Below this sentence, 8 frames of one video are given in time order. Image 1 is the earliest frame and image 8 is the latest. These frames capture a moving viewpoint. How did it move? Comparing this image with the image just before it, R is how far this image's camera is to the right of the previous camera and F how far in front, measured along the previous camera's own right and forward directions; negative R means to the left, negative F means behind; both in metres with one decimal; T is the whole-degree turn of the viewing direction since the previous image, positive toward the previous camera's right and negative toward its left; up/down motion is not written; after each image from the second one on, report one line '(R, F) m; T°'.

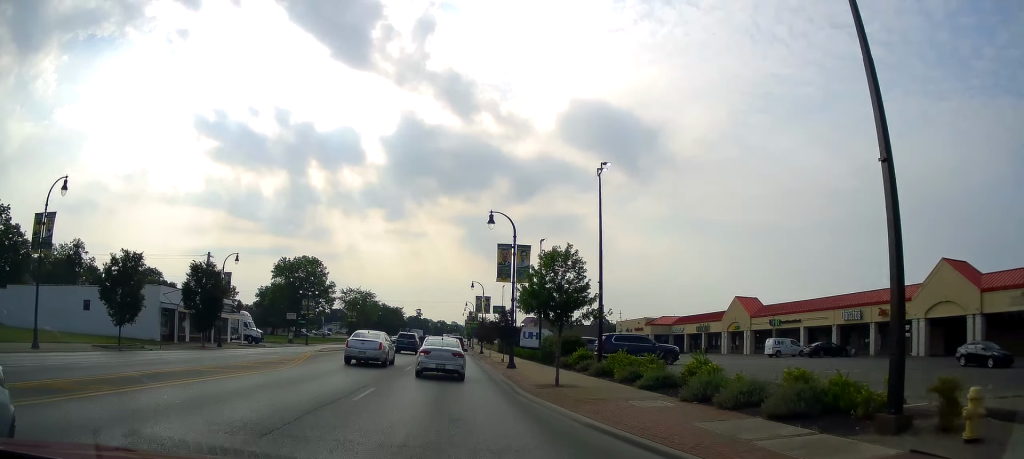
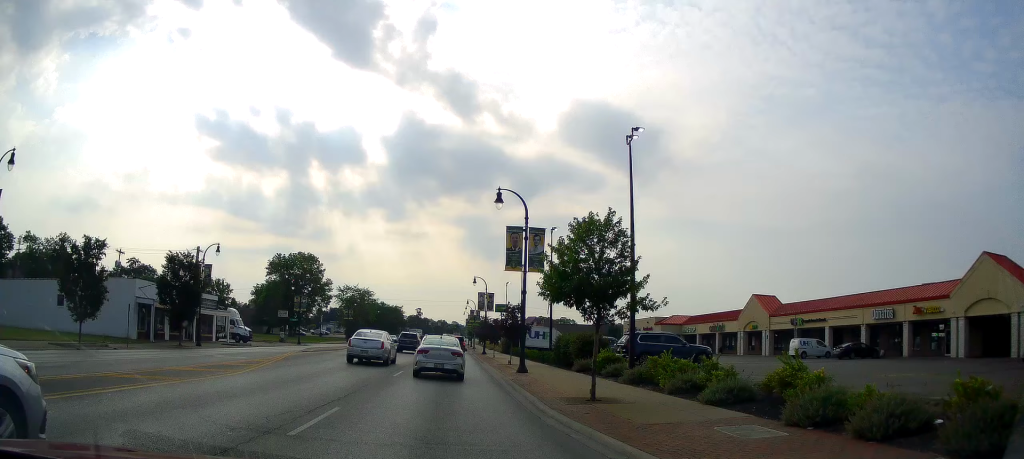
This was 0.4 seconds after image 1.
(-0.1, +4.5) m; +2°
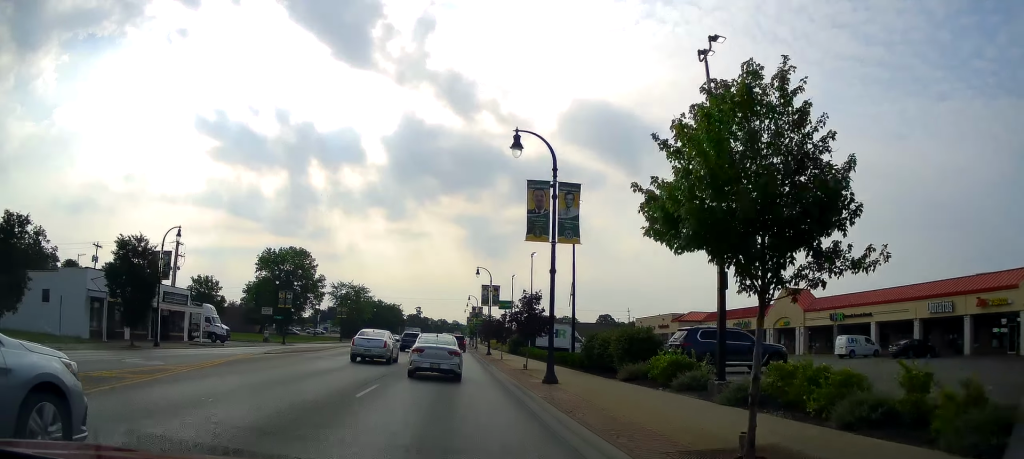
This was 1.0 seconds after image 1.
(+0.1, +7.2) m; +2°
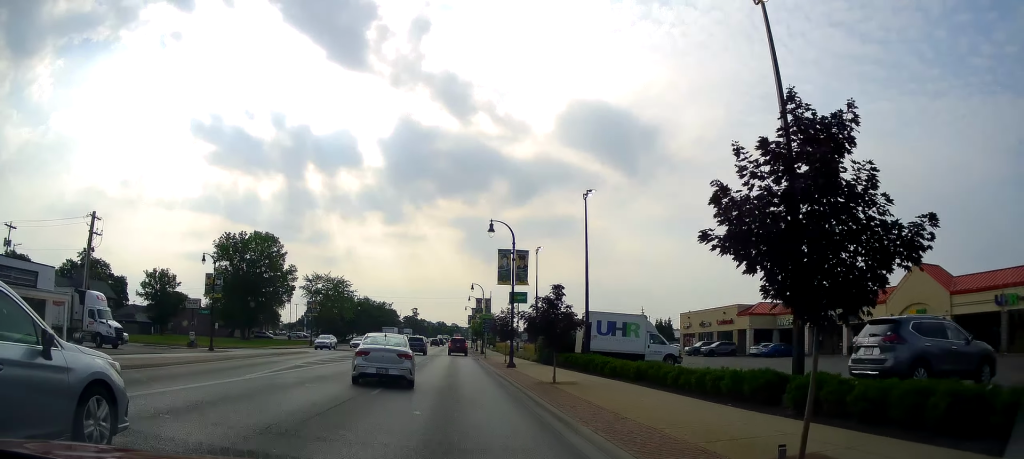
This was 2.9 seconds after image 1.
(+0.4, +22.1) m; -2°
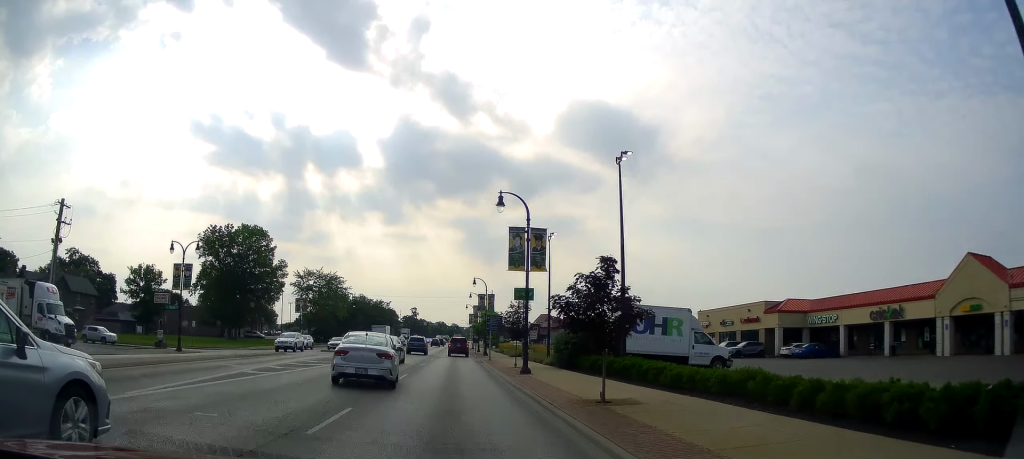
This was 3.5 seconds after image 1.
(-0.3, +6.3) m; +1°
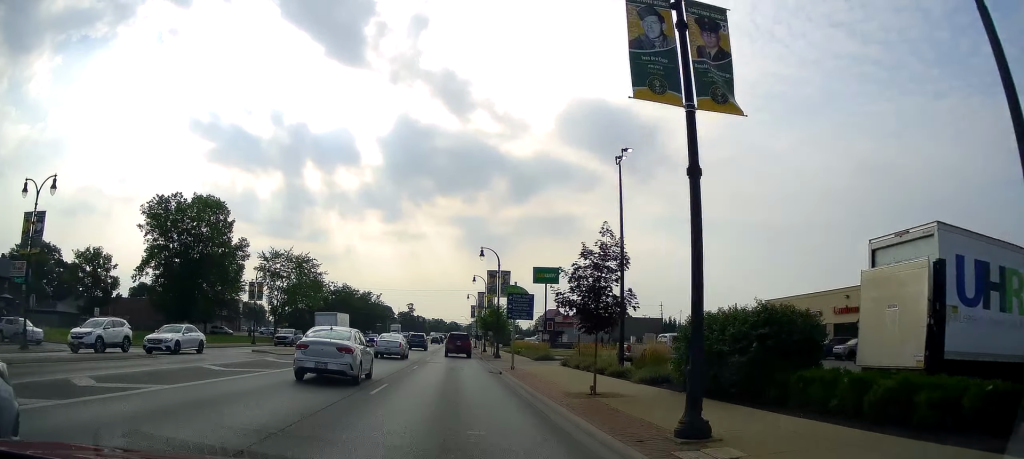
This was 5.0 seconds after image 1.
(+0.9, +18.3) m; +2°
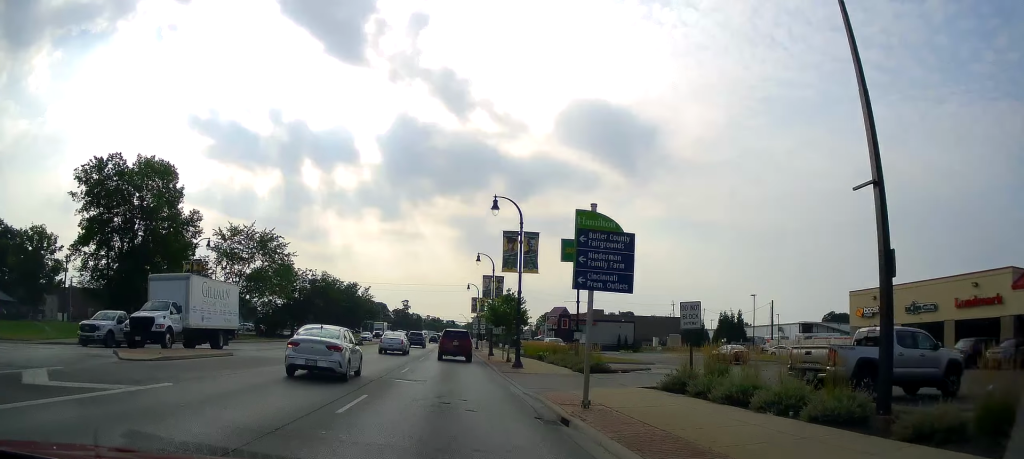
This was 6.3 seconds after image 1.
(-0.9, +15.8) m; -3°
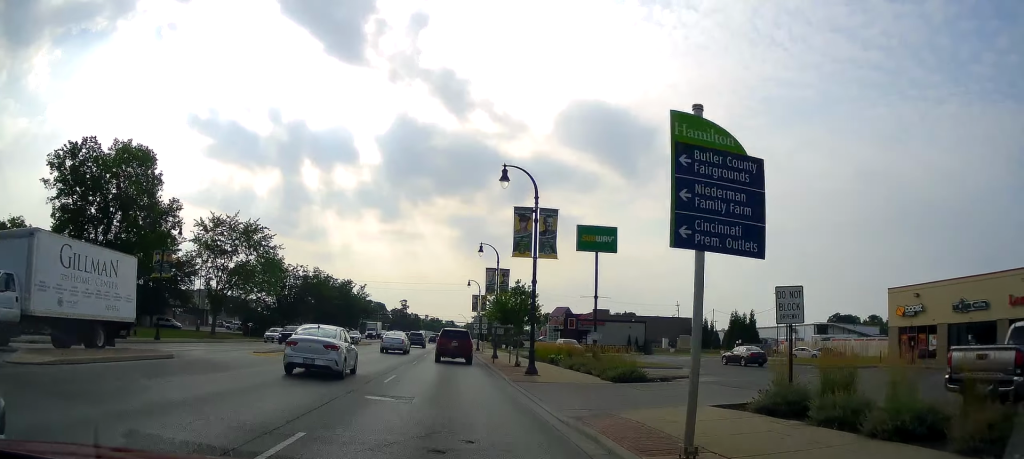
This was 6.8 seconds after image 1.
(-0.2, +5.5) m; 0°
